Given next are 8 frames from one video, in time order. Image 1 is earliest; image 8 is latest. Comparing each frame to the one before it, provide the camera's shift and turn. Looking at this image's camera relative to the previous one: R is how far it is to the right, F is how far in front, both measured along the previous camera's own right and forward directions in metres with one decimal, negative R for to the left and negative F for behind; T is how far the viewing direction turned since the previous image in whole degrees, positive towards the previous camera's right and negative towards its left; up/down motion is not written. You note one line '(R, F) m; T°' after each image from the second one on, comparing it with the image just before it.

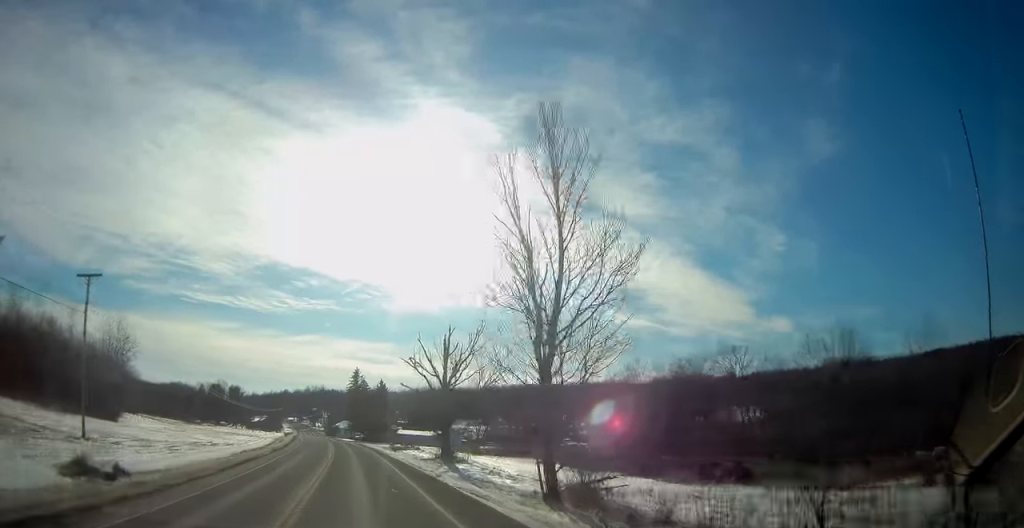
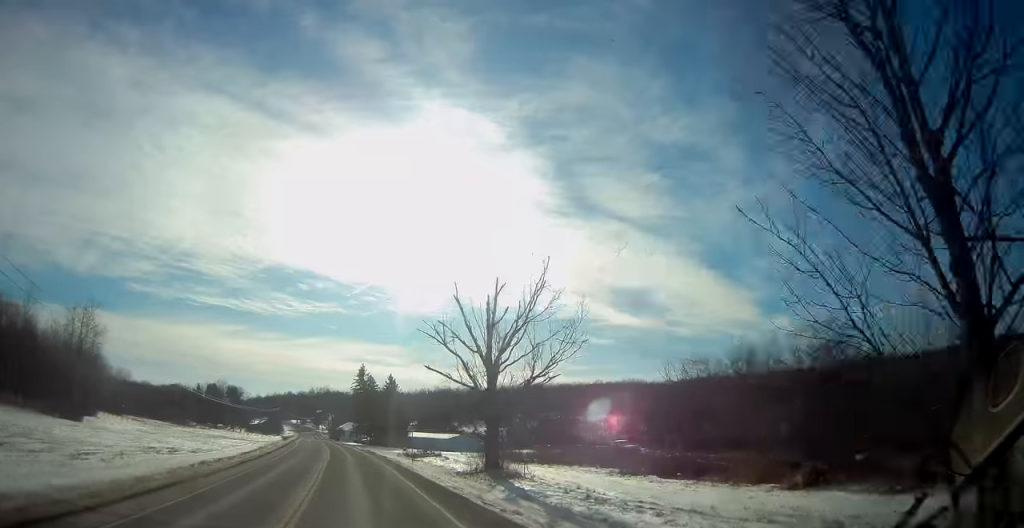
(-0.2, +14.5) m; -1°
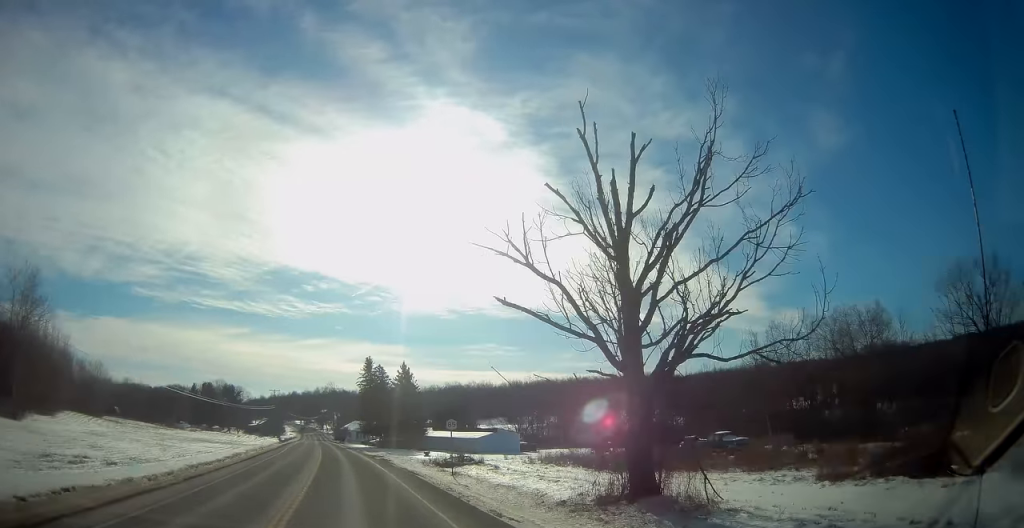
(-0.2, +17.2) m; -1°
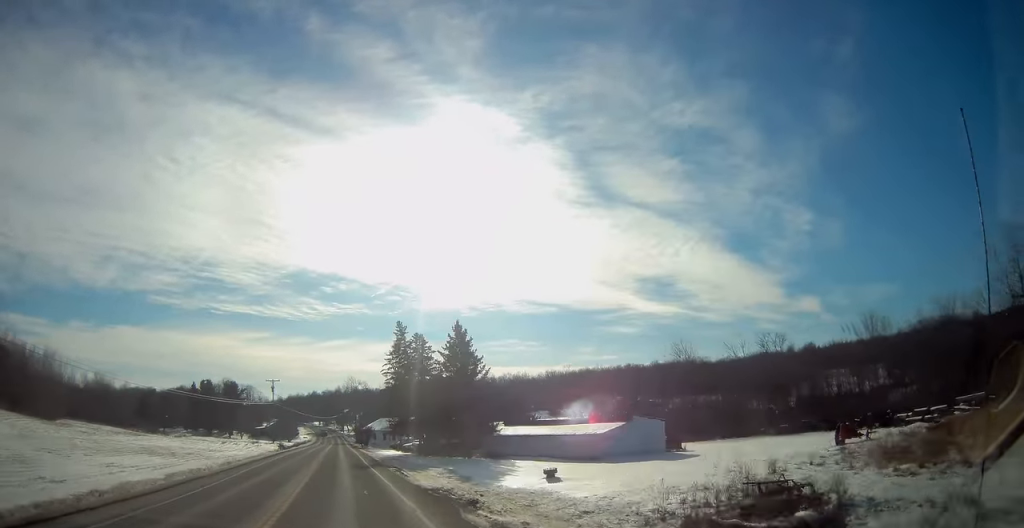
(-0.4, +31.7) m; -2°
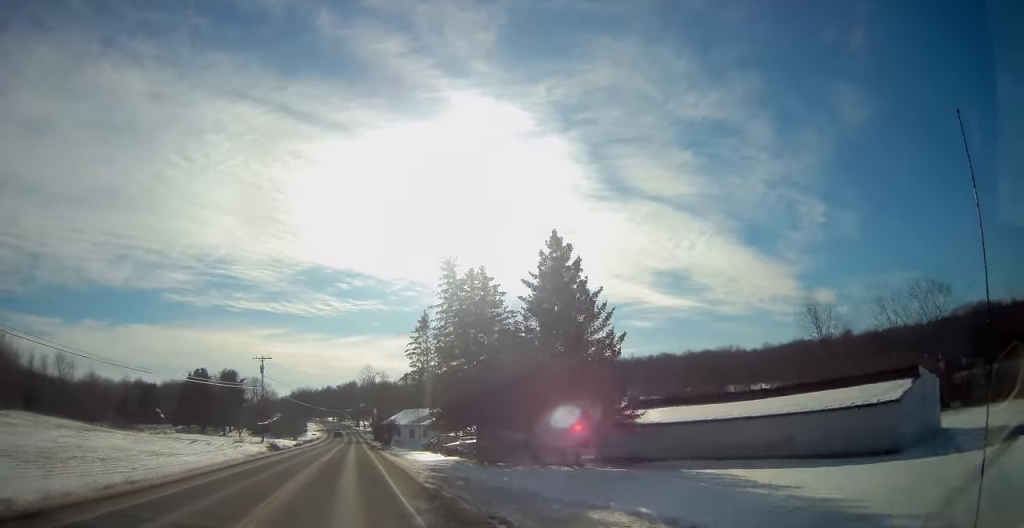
(-0.2, +24.4) m; -1°
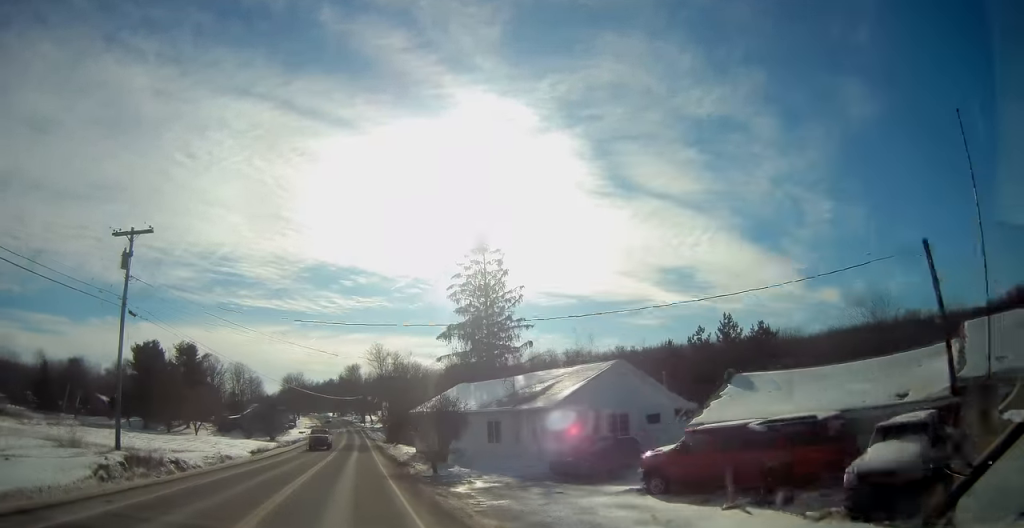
(-0.9, +44.4) m; -1°
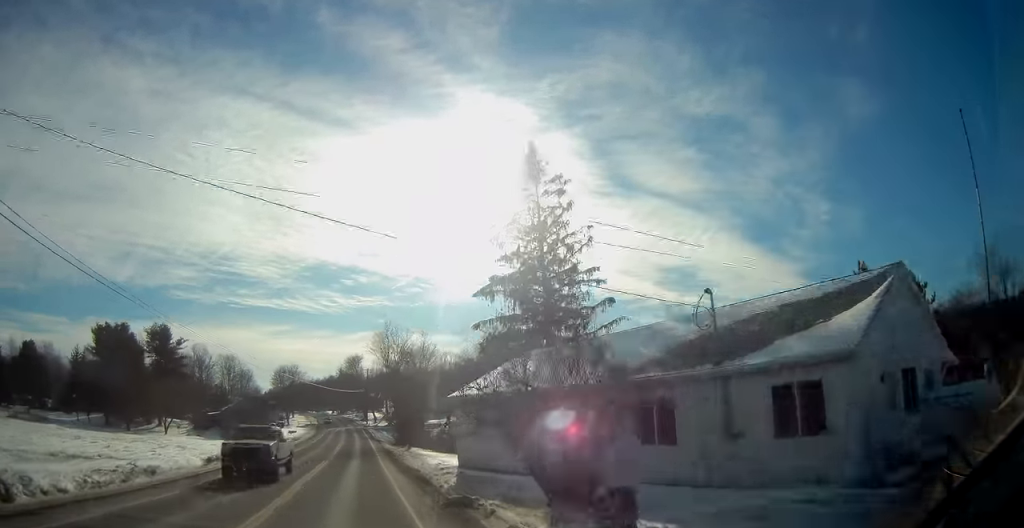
(+0.2, +18.2) m; 0°
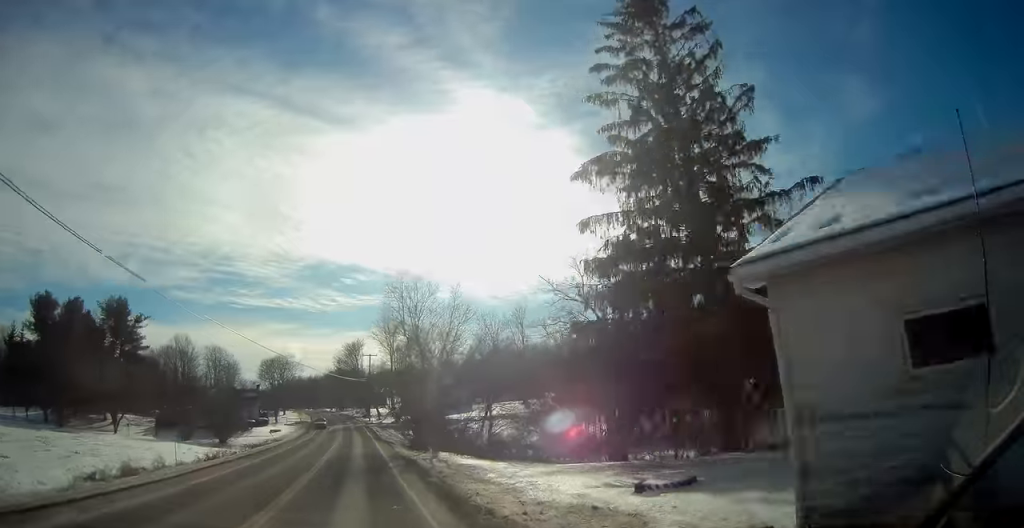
(0.0, +20.0) m; 0°
